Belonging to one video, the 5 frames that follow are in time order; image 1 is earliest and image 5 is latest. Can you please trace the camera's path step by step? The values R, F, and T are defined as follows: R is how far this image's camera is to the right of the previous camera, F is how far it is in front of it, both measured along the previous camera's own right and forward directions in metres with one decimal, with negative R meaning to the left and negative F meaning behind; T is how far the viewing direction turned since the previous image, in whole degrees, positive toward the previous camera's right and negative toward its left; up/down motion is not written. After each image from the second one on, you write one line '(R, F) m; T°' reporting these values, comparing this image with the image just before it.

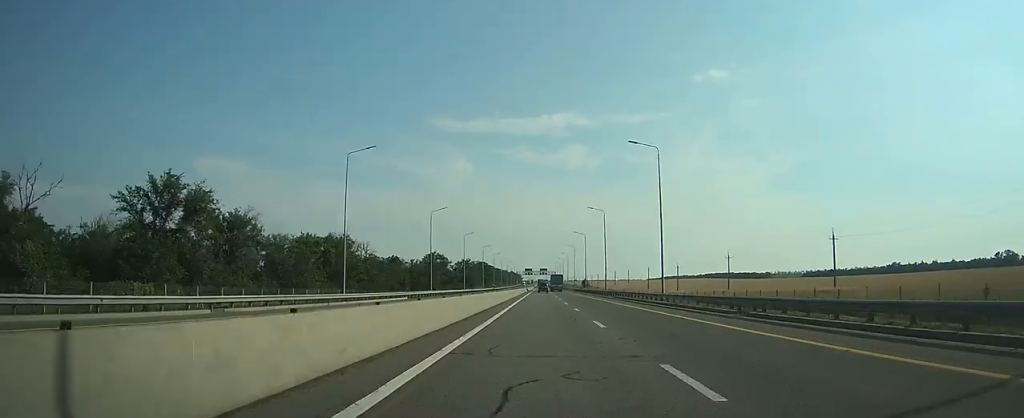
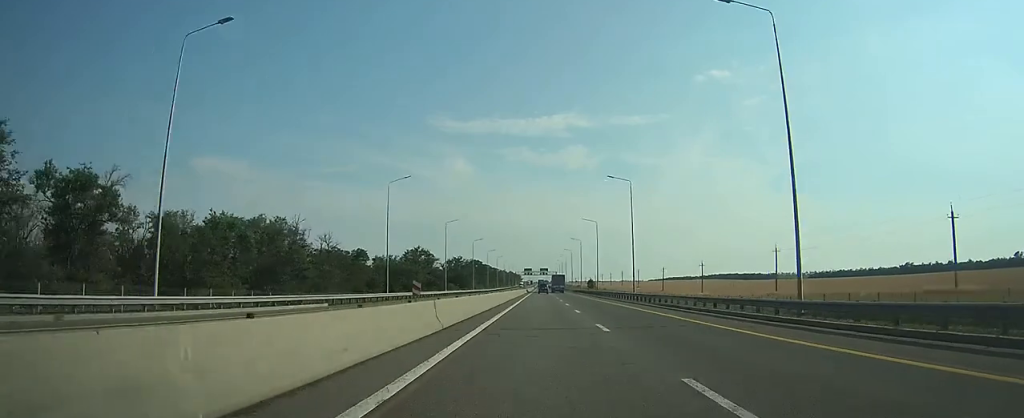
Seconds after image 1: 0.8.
(0.0, +25.1) m; 0°
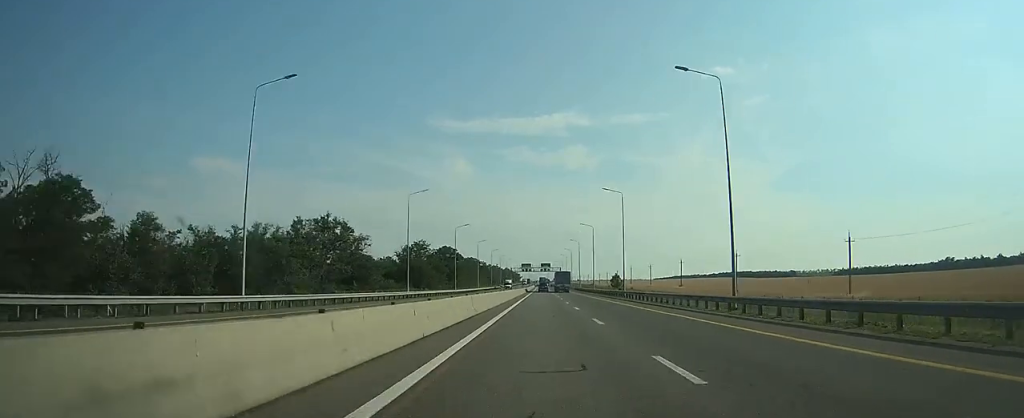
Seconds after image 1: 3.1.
(-0.3, +70.0) m; -1°
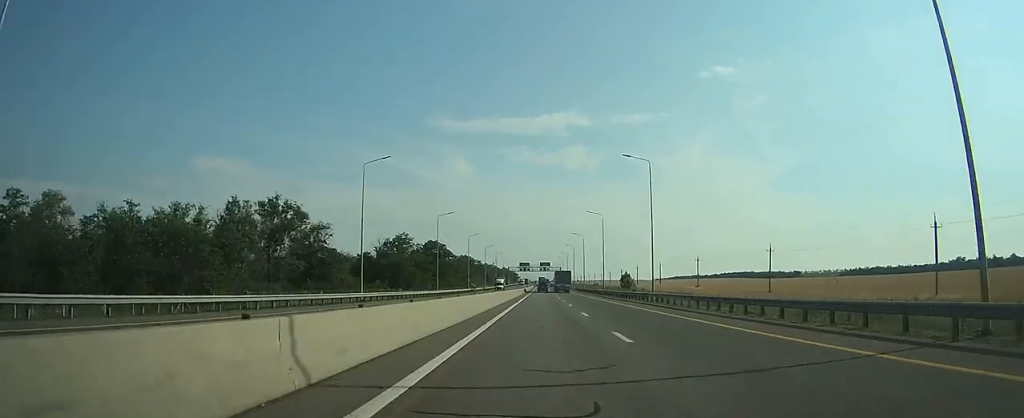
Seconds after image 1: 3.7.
(0.0, +18.3) m; 0°
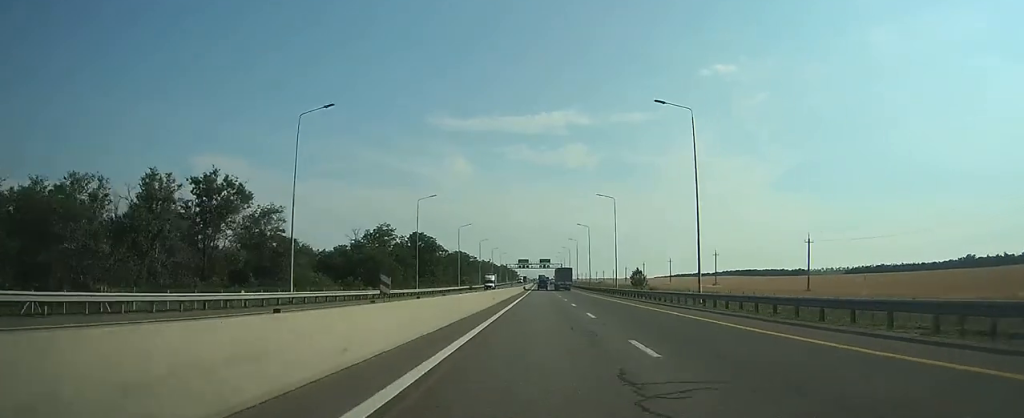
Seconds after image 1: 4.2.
(0.0, +15.3) m; 0°
